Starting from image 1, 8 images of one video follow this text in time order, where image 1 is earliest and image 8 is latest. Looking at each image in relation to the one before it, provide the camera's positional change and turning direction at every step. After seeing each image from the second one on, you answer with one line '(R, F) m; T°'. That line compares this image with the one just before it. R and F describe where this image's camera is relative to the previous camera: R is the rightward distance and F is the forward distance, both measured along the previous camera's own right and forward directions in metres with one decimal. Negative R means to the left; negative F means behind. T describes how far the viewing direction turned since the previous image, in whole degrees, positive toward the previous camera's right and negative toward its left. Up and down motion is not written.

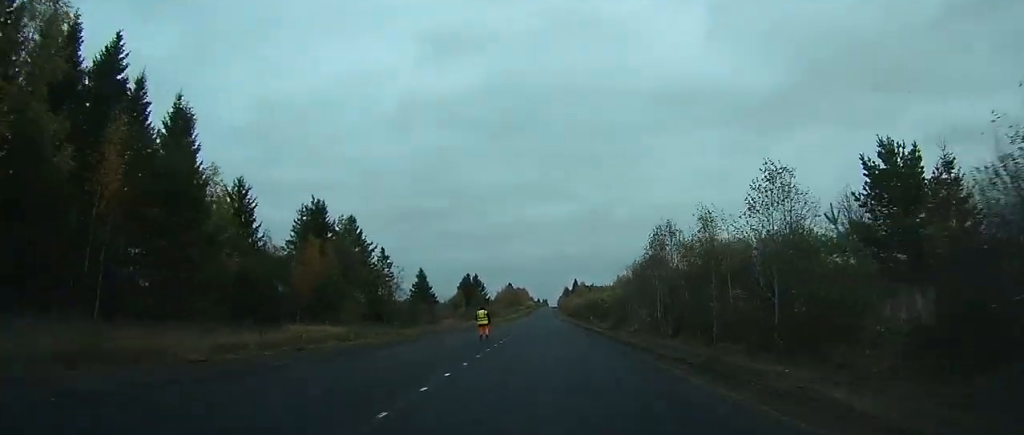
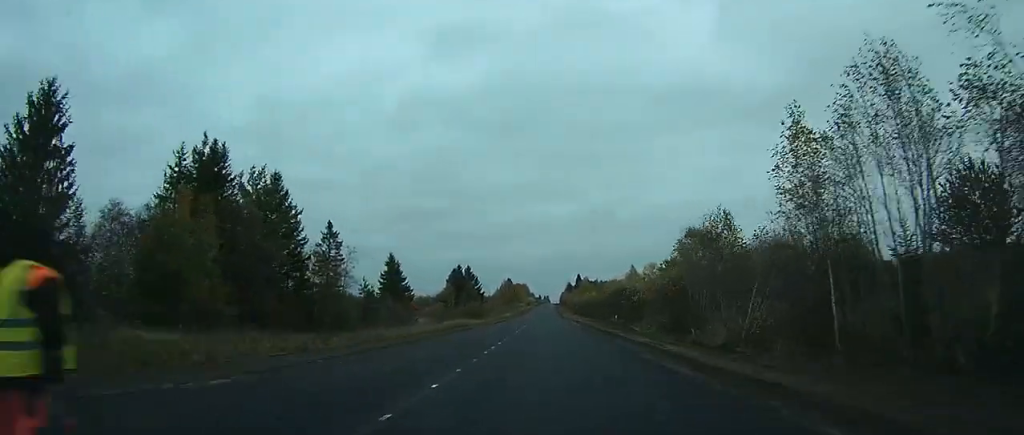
(0.0, +26.9) m; 0°
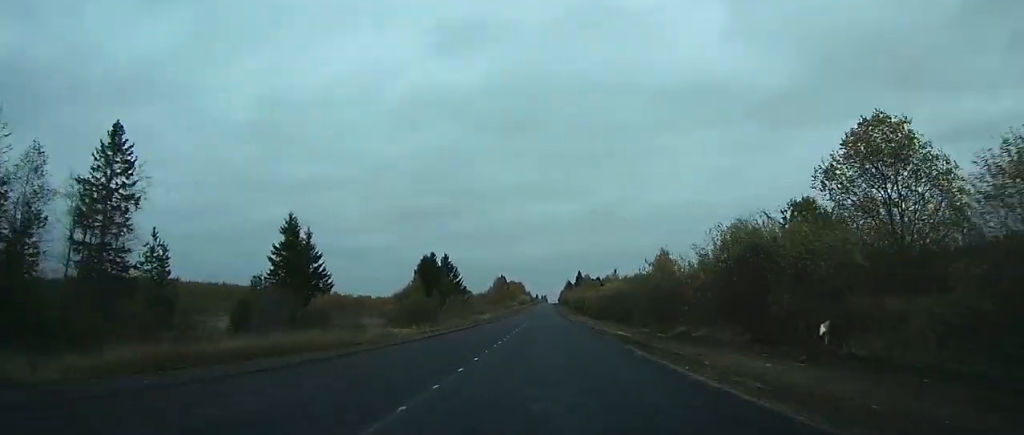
(-0.1, +40.7) m; 0°
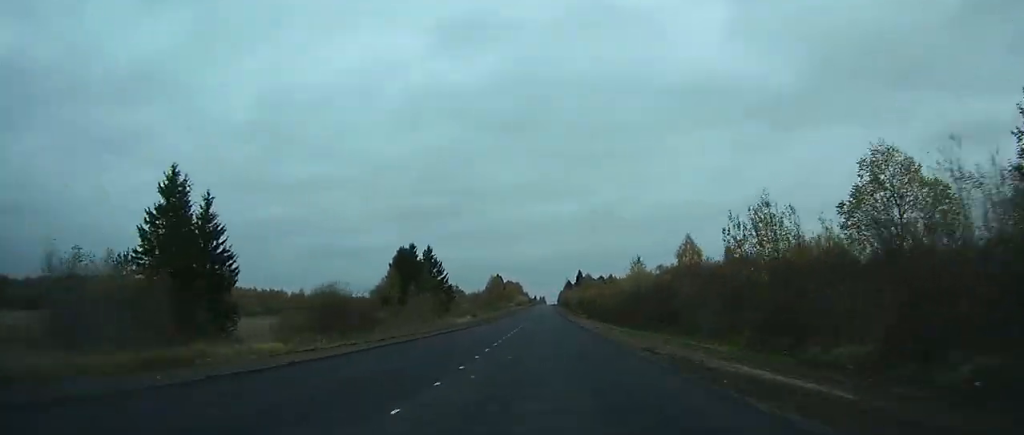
(0.0, +20.9) m; 0°
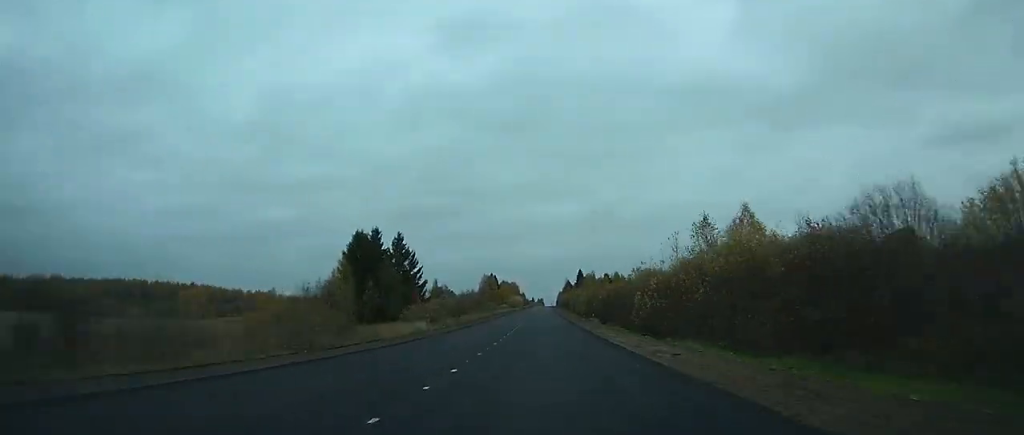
(0.0, +25.0) m; 0°
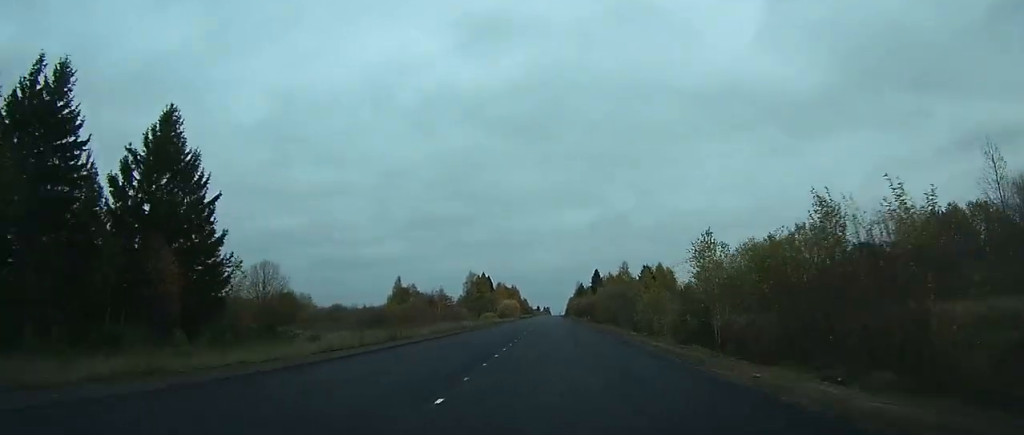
(+0.1, +73.0) m; 0°
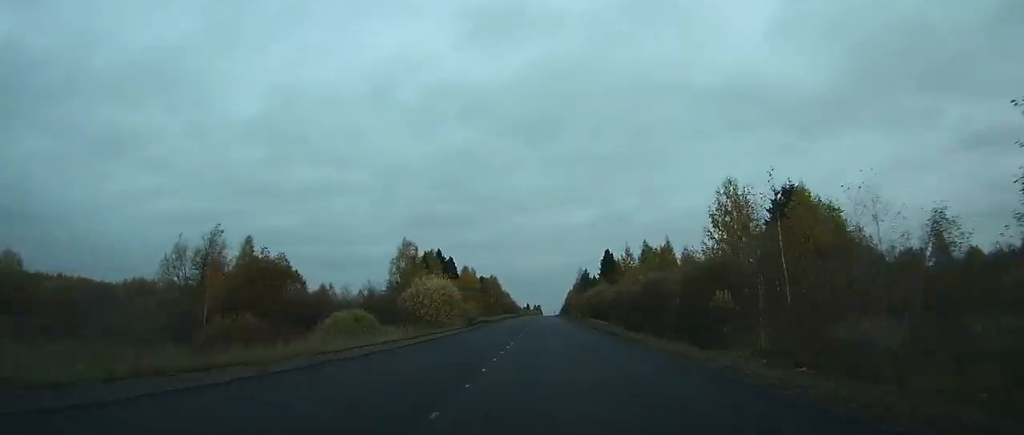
(+0.6, +90.8) m; +1°
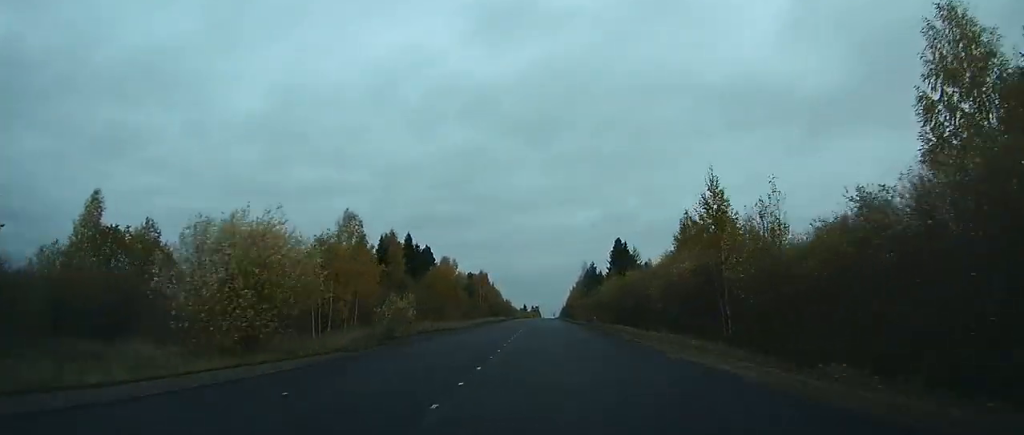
(0.0, +34.3) m; 0°
